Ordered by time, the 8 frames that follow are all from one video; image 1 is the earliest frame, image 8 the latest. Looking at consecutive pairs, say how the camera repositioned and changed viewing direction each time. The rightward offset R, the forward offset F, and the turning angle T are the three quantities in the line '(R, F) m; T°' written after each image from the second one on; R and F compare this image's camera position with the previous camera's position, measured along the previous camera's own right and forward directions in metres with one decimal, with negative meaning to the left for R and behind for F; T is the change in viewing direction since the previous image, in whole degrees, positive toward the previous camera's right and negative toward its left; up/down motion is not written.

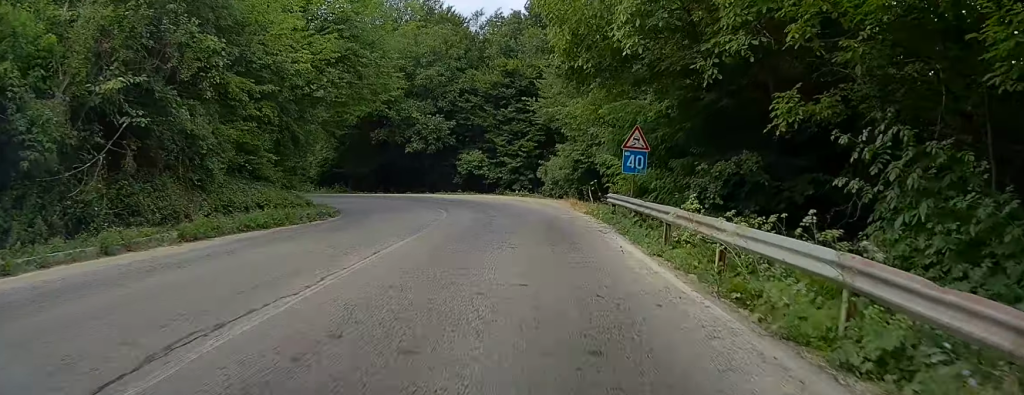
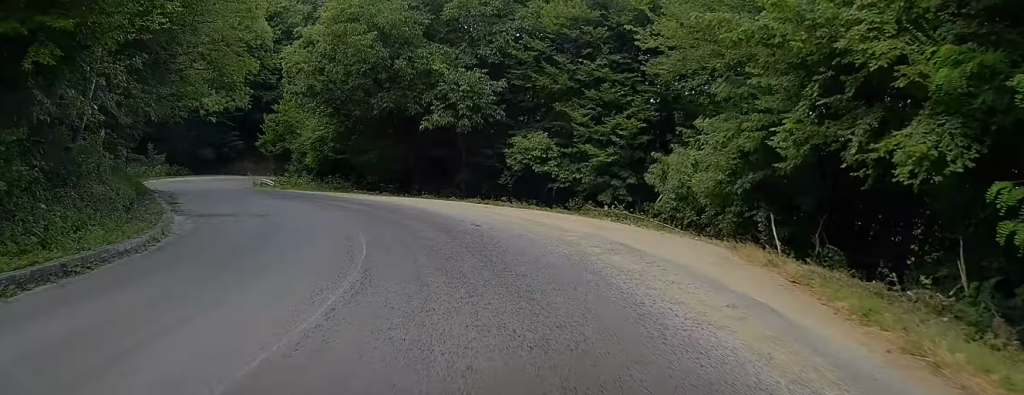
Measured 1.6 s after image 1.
(-0.8, +23.0) m; -7°
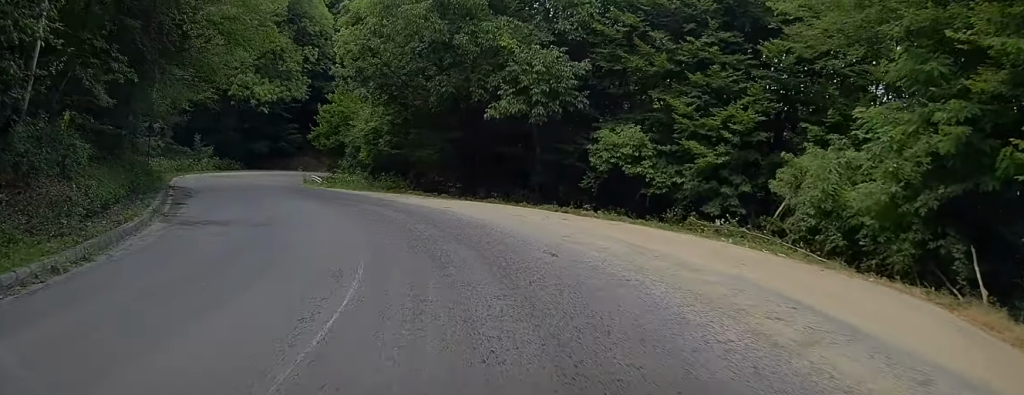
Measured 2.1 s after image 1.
(0.0, +6.0) m; -3°
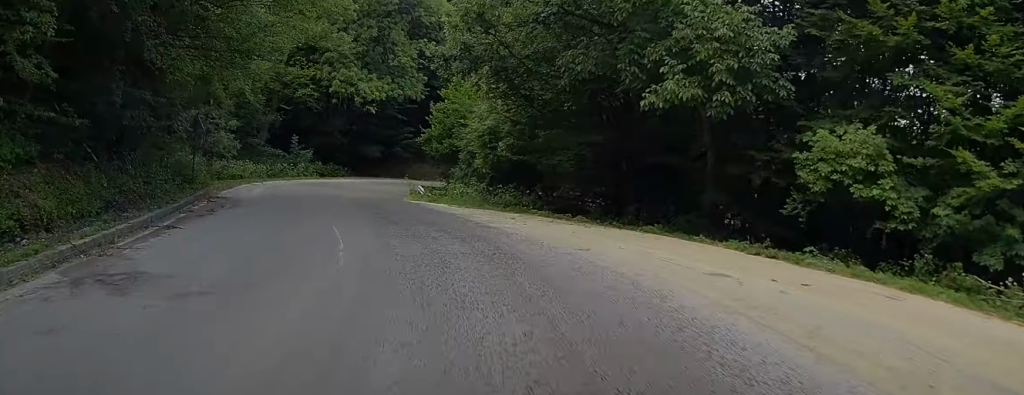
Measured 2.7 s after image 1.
(-0.4, +9.0) m; -6°
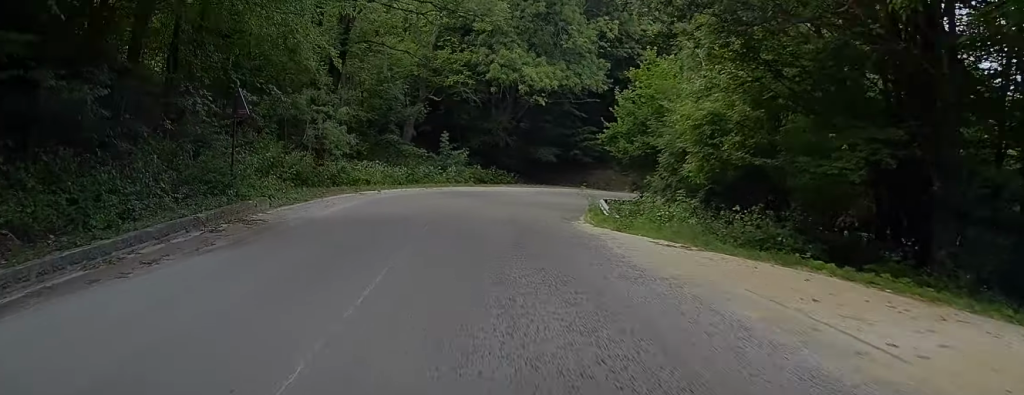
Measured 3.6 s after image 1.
(-0.9, +11.4) m; -8°
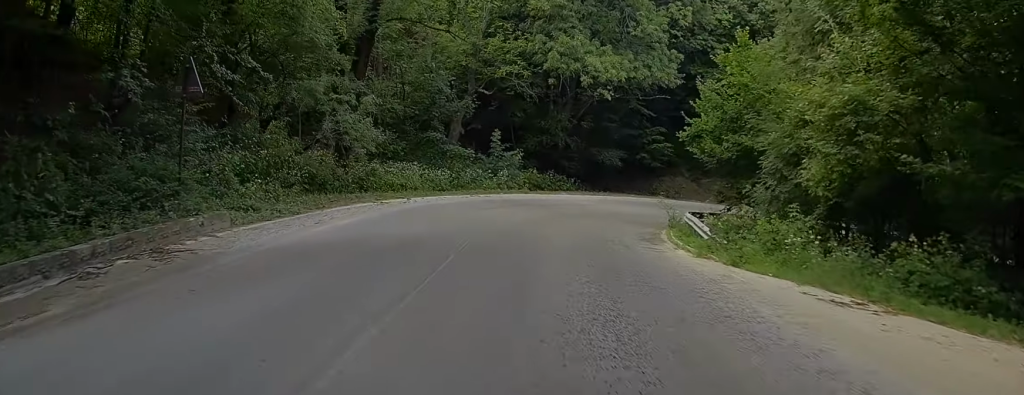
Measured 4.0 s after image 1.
(-0.3, +5.6) m; -2°
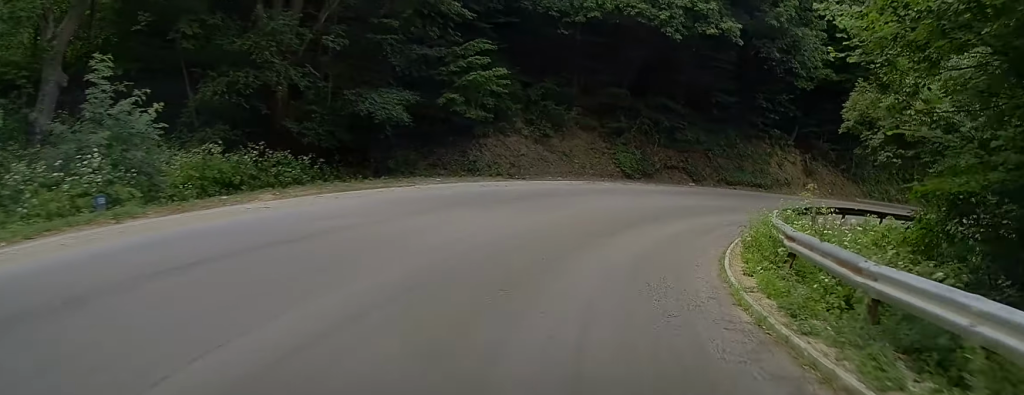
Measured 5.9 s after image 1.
(+0.8, +24.6) m; +11°
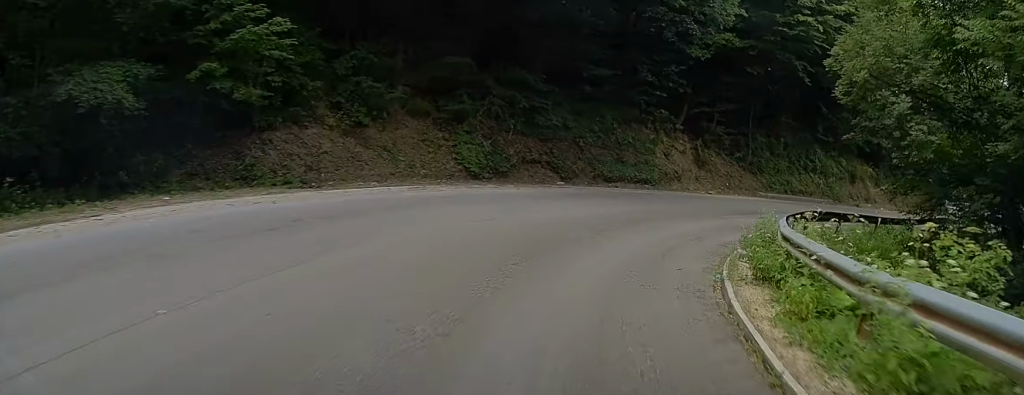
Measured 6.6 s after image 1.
(+0.5, +8.3) m; +8°
